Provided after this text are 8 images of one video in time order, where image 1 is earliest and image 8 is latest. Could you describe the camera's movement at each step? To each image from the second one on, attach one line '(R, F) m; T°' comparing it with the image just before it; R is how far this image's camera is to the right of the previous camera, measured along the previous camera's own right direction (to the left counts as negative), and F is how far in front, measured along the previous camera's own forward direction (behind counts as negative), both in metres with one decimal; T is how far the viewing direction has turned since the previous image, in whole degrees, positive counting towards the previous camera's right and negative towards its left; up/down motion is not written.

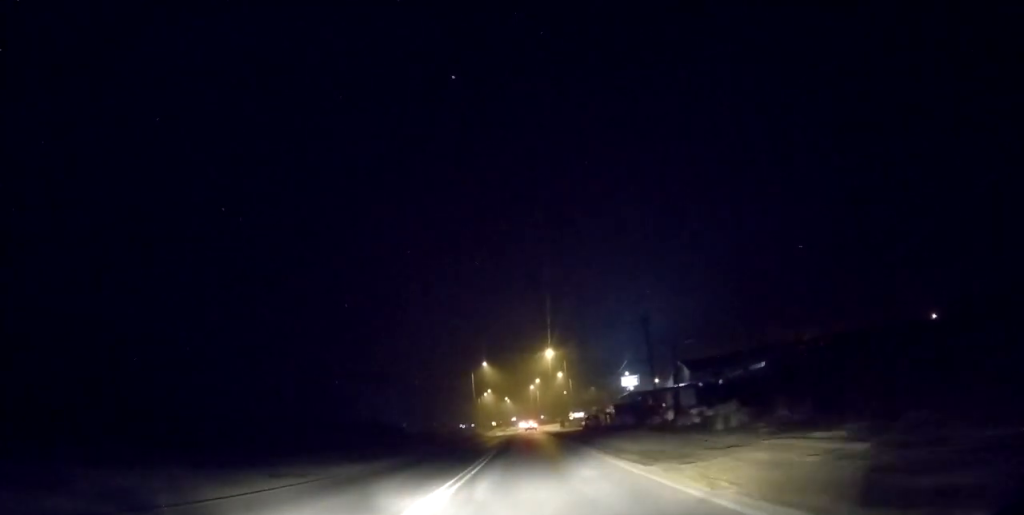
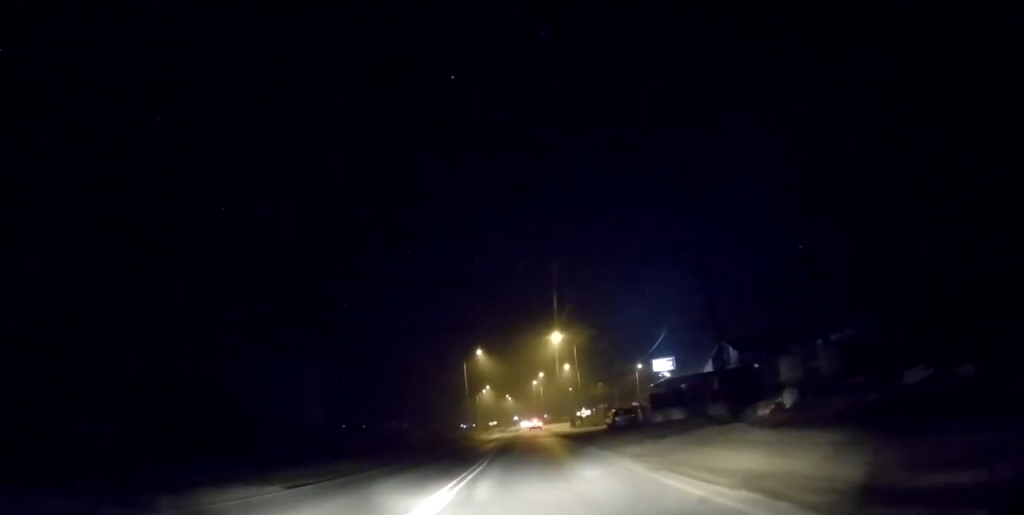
(-0.2, +16.7) m; 0°
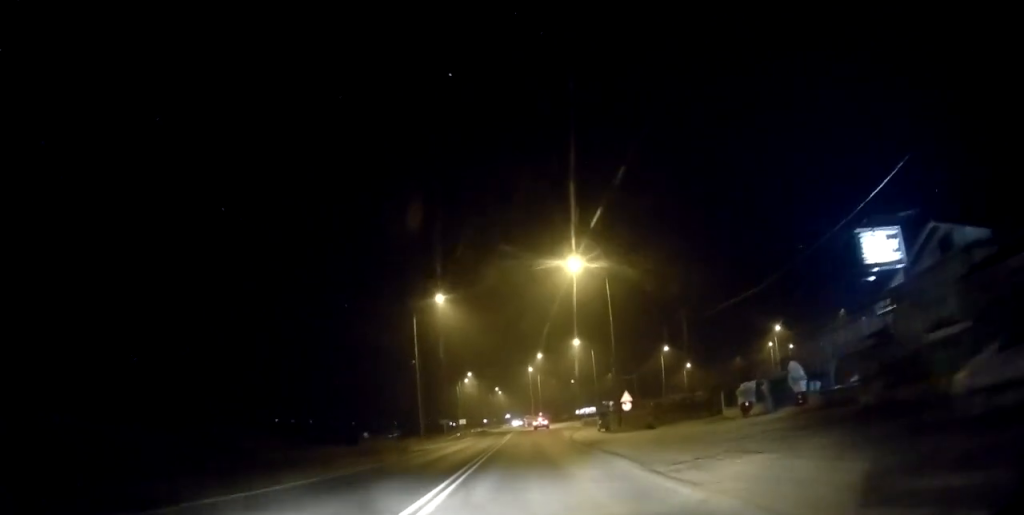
(+0.1, +36.8) m; +1°
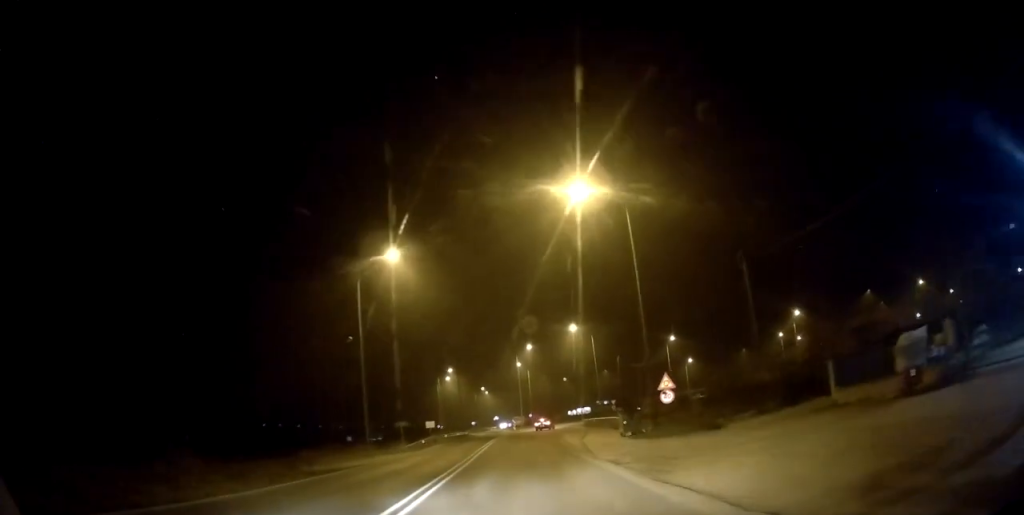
(+0.5, +14.5) m; +1°
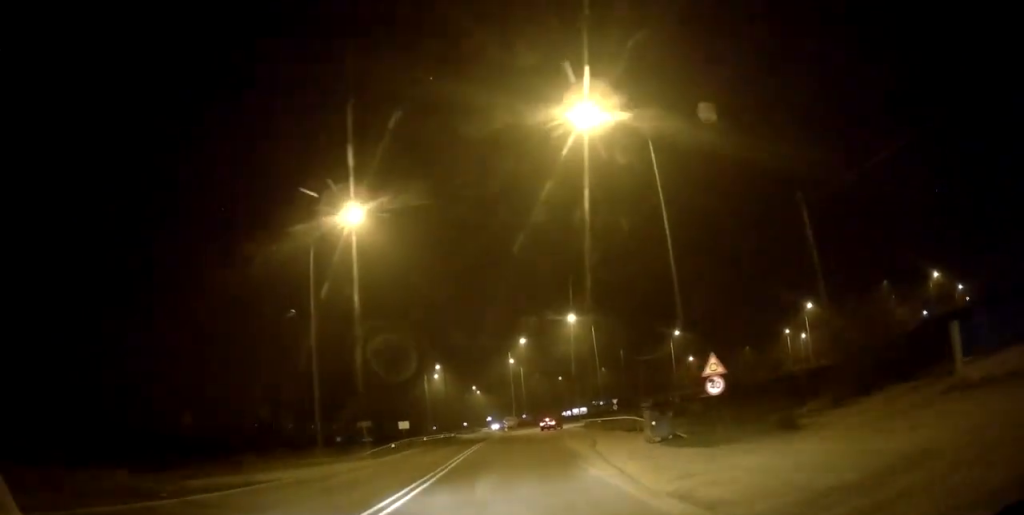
(+0.1, +7.8) m; 0°
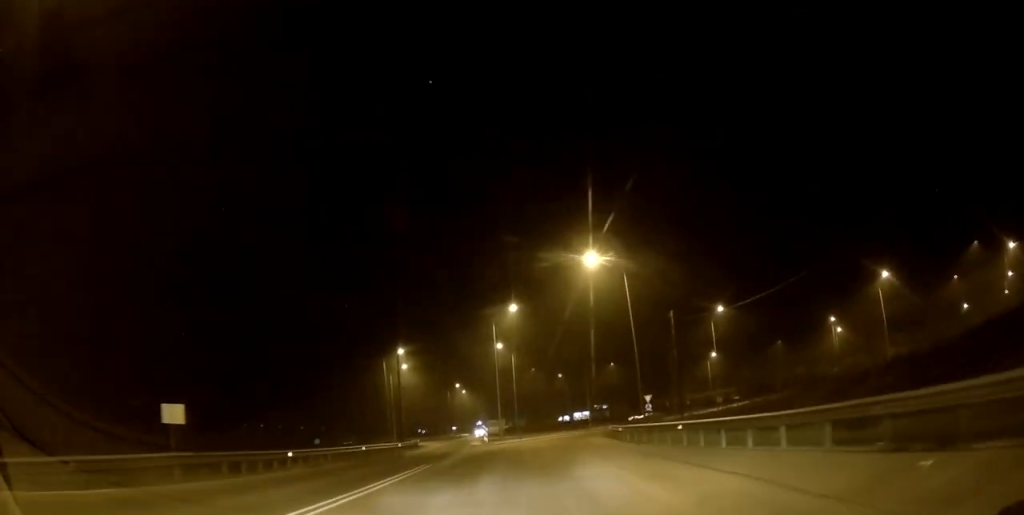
(+0.1, +26.0) m; +1°
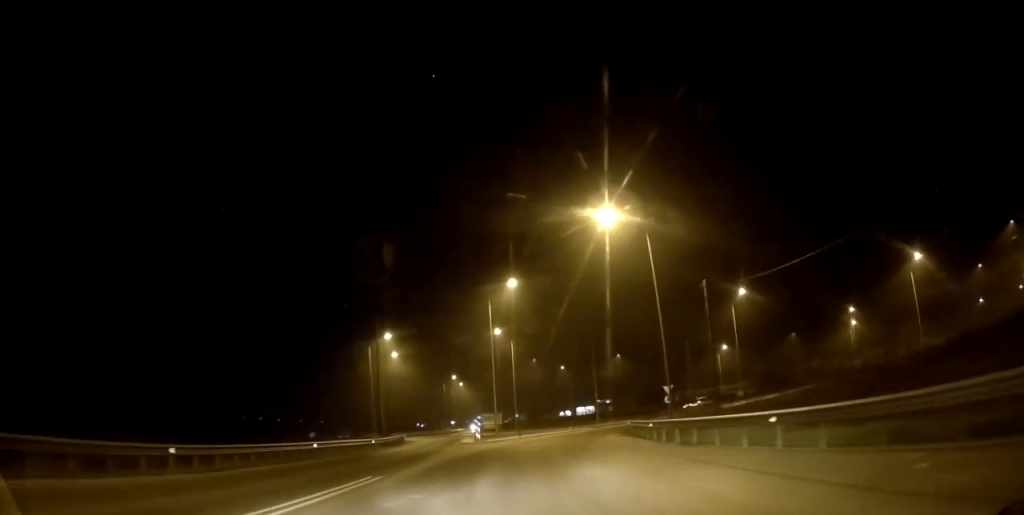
(-0.2, +7.8) m; +1°
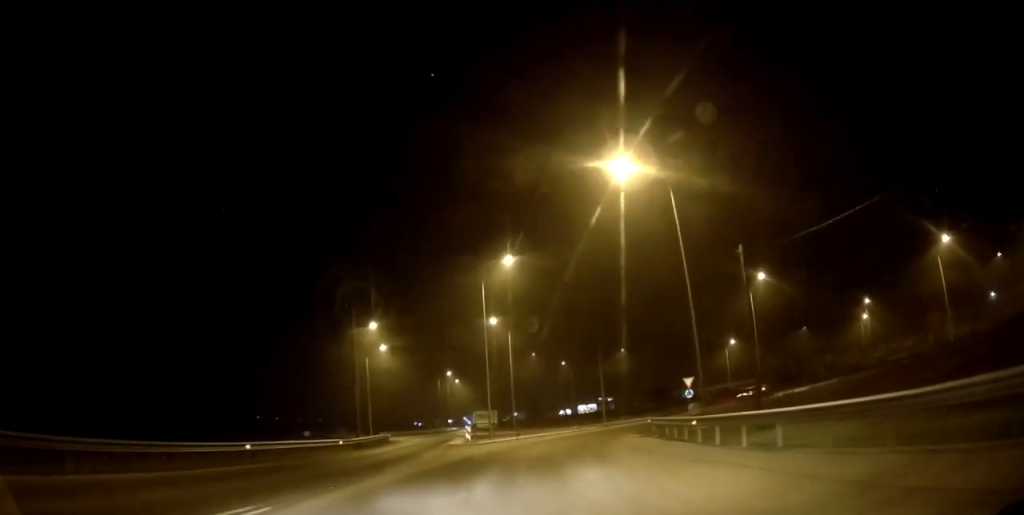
(-0.4, +6.5) m; +1°
